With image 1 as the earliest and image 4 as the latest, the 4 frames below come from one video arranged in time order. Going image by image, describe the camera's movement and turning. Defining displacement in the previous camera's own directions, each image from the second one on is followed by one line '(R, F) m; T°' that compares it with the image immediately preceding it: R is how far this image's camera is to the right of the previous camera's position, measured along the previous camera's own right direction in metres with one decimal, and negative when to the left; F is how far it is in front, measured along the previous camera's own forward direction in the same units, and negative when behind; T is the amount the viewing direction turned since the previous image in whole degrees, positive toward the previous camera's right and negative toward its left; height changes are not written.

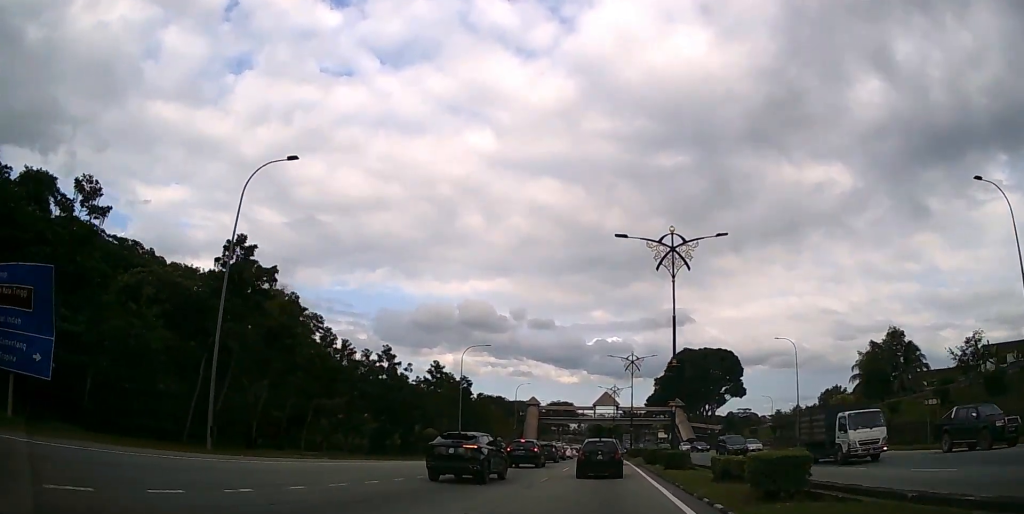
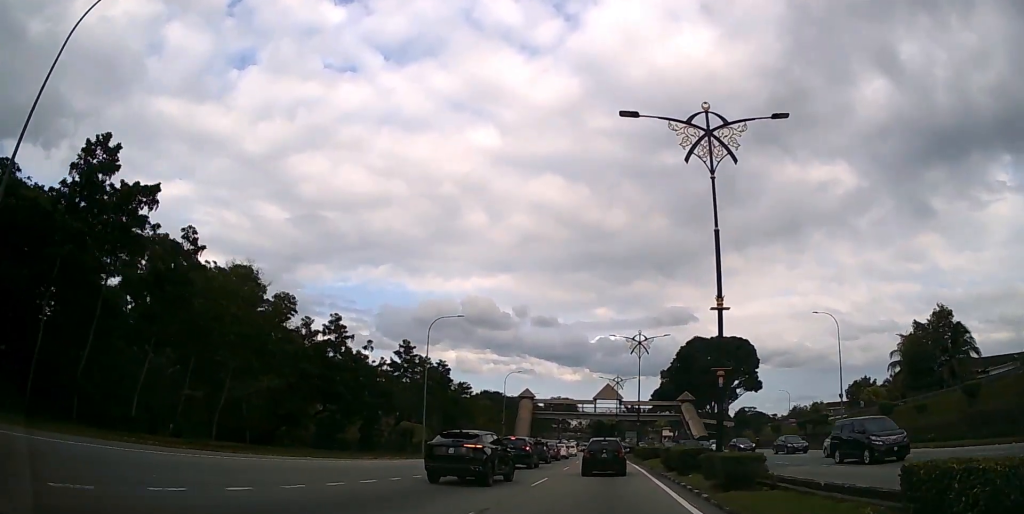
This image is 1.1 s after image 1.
(0.0, +11.8) m; 0°
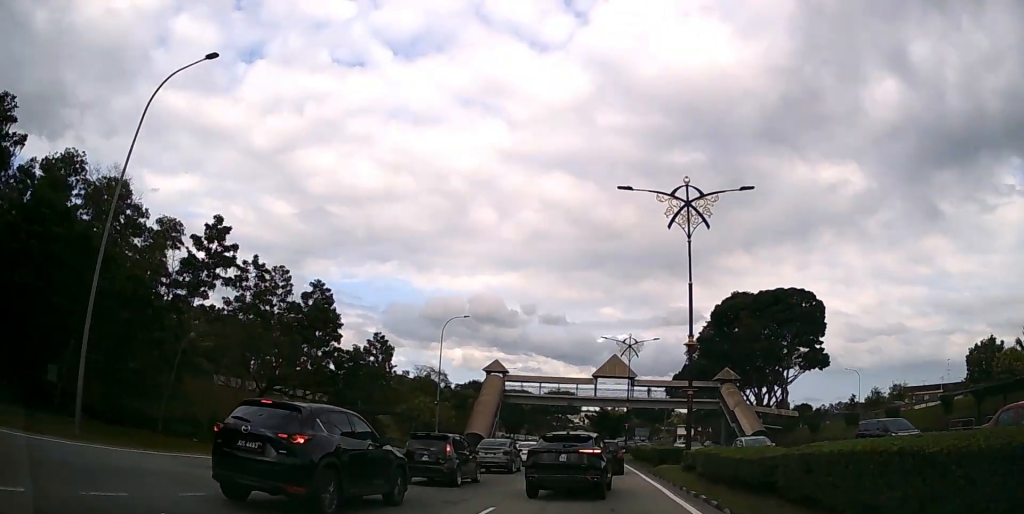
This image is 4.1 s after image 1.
(0.0, +33.8) m; 0°
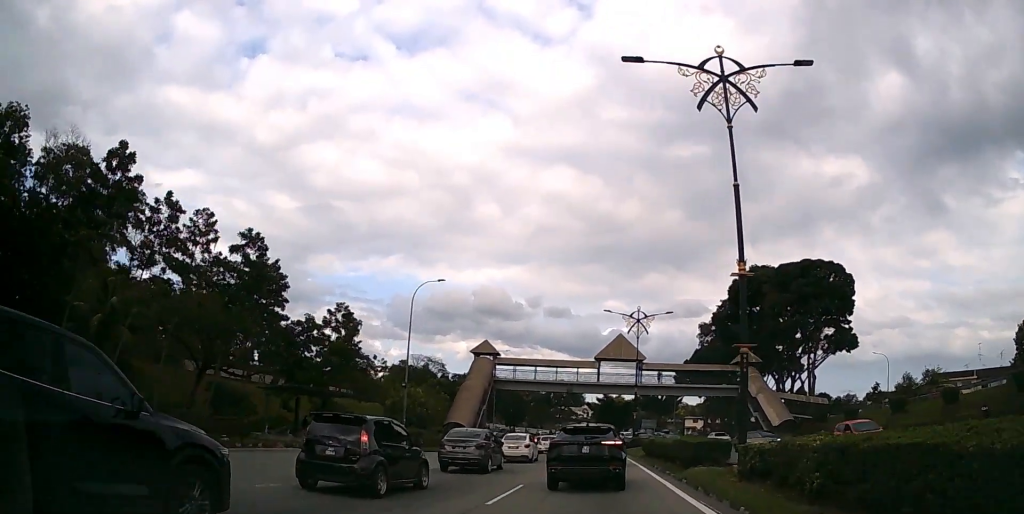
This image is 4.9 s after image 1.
(0.0, +8.9) m; 0°
